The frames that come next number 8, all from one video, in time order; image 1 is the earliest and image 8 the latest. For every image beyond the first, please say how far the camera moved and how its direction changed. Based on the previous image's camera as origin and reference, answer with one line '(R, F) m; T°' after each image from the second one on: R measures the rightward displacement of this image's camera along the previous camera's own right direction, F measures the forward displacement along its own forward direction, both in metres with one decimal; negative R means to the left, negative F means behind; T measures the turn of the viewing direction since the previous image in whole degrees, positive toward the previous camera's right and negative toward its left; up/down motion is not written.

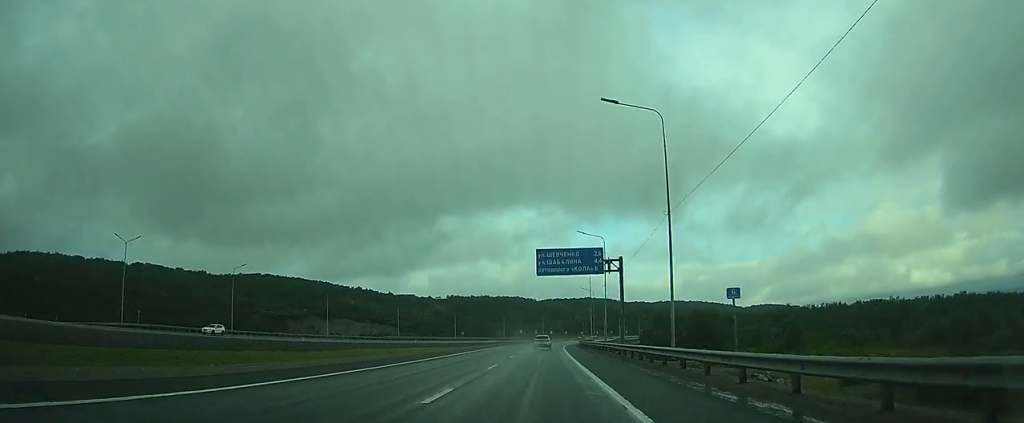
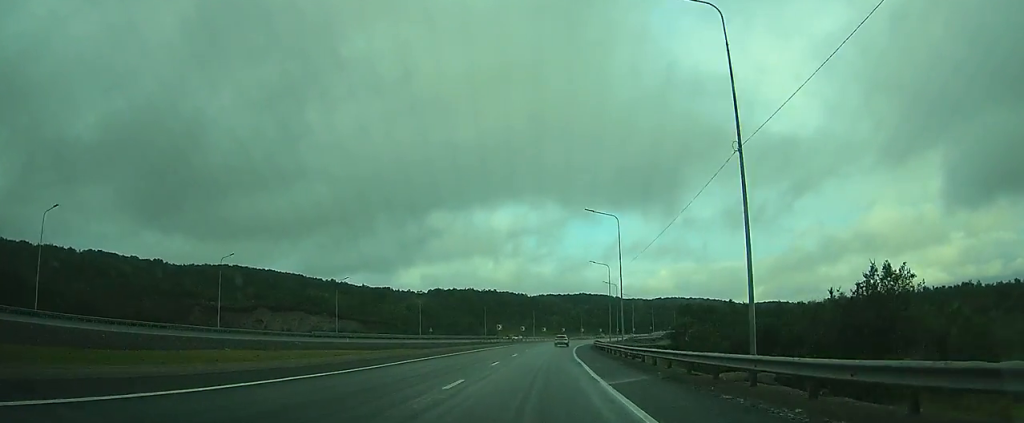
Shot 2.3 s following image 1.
(+0.4, +47.8) m; +1°
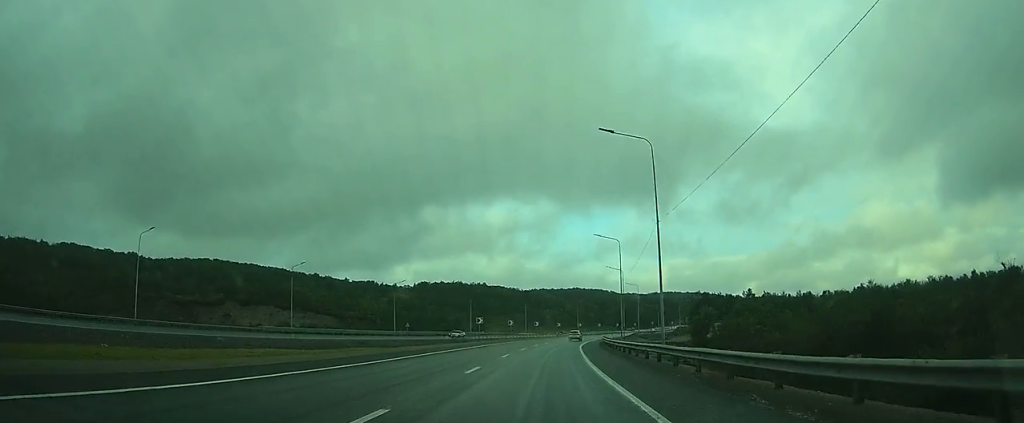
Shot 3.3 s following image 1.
(0.0, +20.8) m; 0°
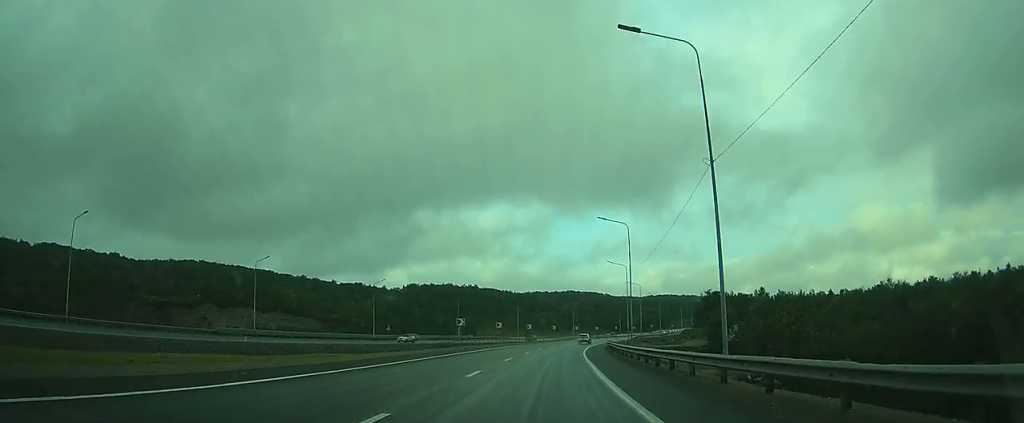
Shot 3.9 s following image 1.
(0.0, +12.5) m; 0°
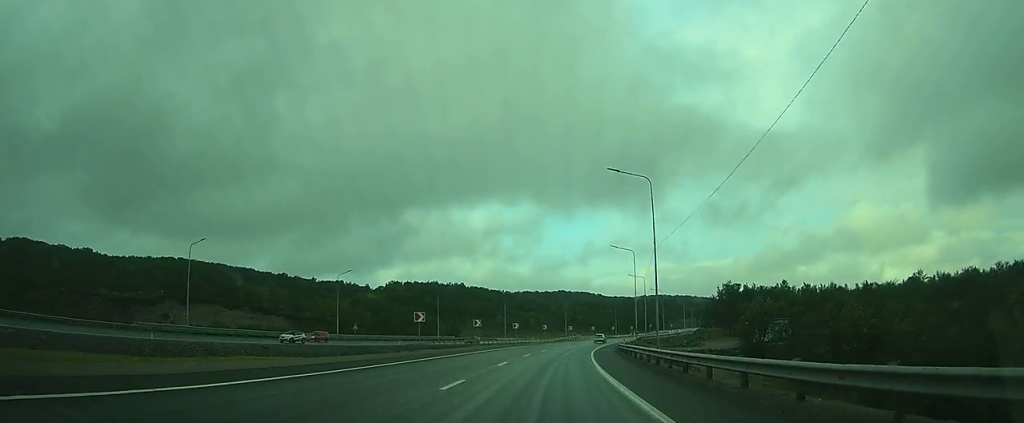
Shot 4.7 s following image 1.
(0.0, +17.3) m; 0°
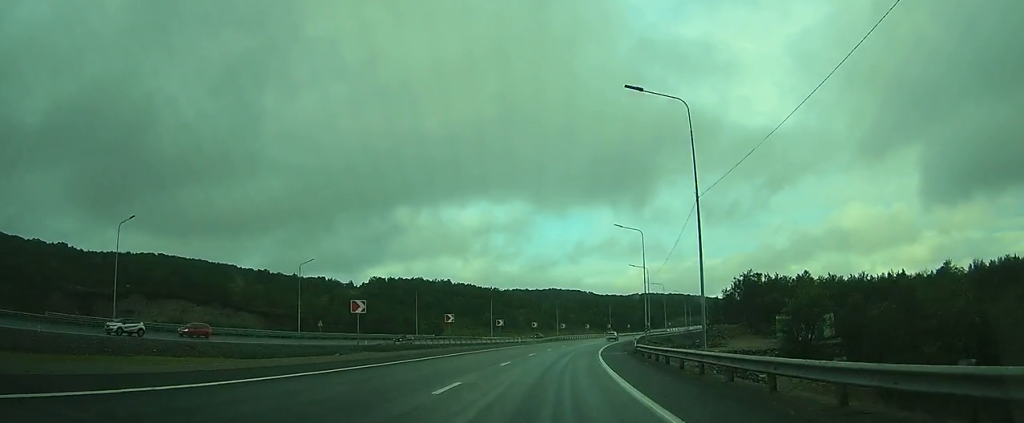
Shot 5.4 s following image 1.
(0.0, +13.8) m; 0°
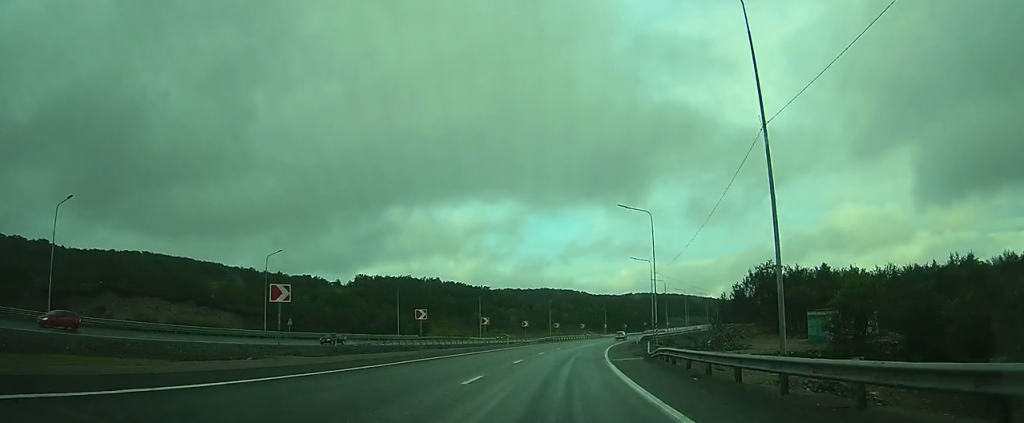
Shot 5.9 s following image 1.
(0.0, +9.7) m; 0°
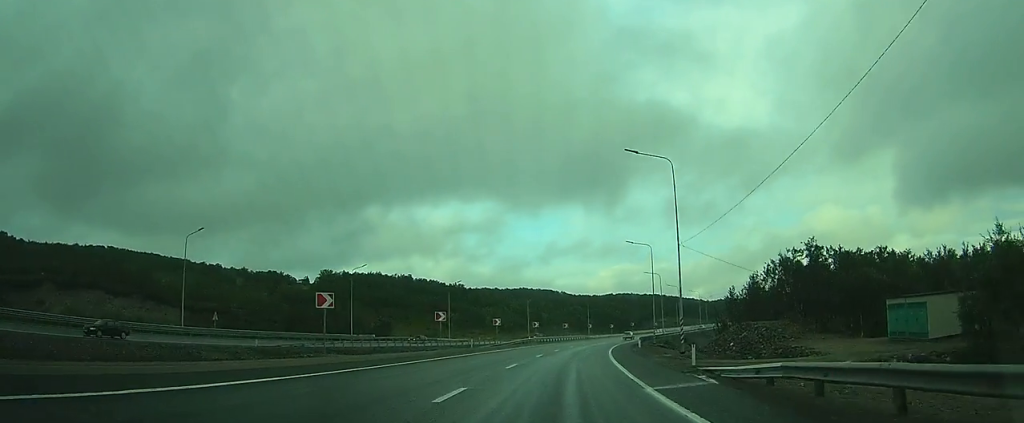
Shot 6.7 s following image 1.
(0.0, +16.6) m; +1°
